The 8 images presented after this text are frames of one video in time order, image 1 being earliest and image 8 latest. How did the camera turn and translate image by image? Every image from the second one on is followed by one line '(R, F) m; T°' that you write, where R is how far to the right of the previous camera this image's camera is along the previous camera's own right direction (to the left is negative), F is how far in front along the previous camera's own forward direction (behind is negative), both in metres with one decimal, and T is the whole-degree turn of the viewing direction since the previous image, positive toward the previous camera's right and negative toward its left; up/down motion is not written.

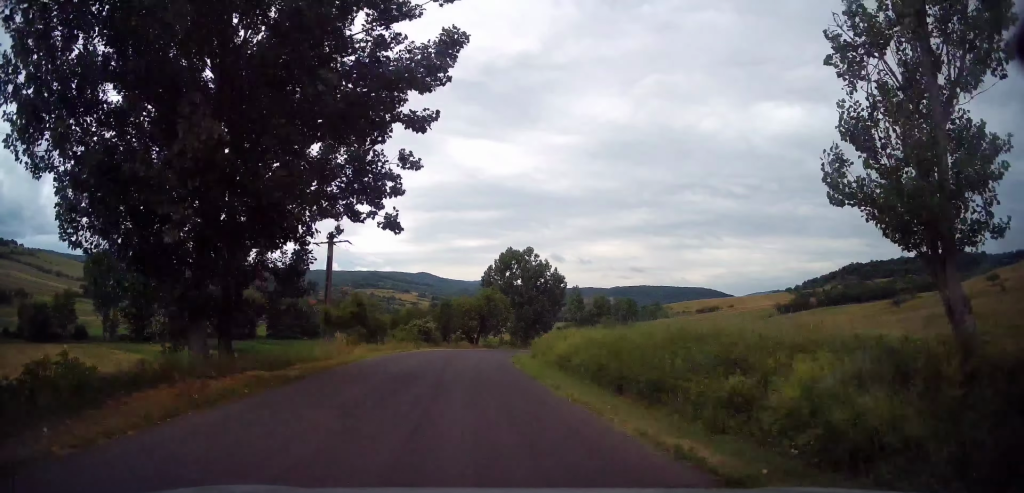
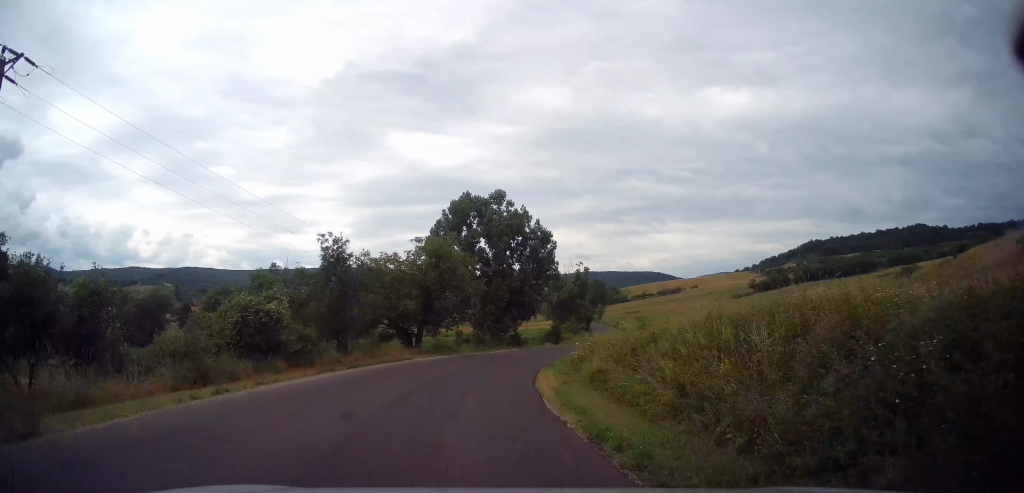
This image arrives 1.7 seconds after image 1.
(+1.3, +27.9) m; +6°
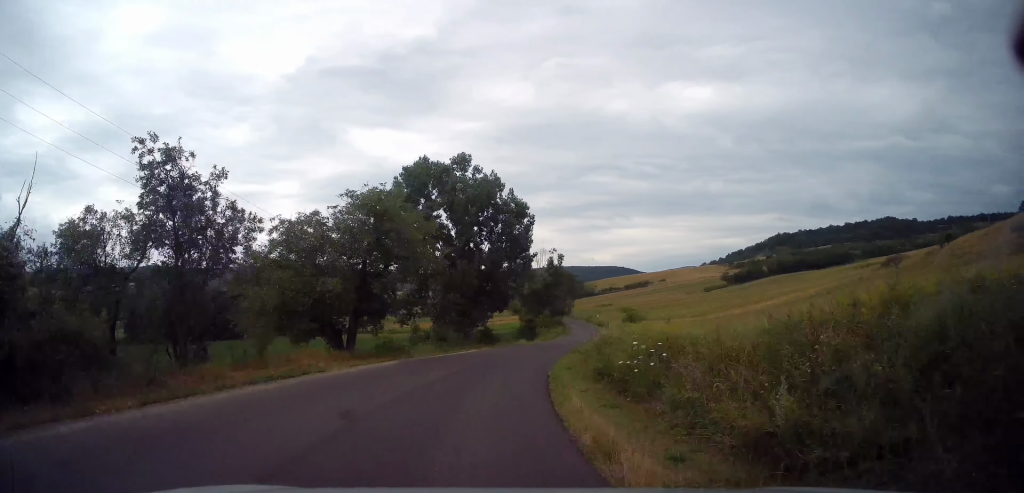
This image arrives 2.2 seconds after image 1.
(+0.1, +8.5) m; +2°
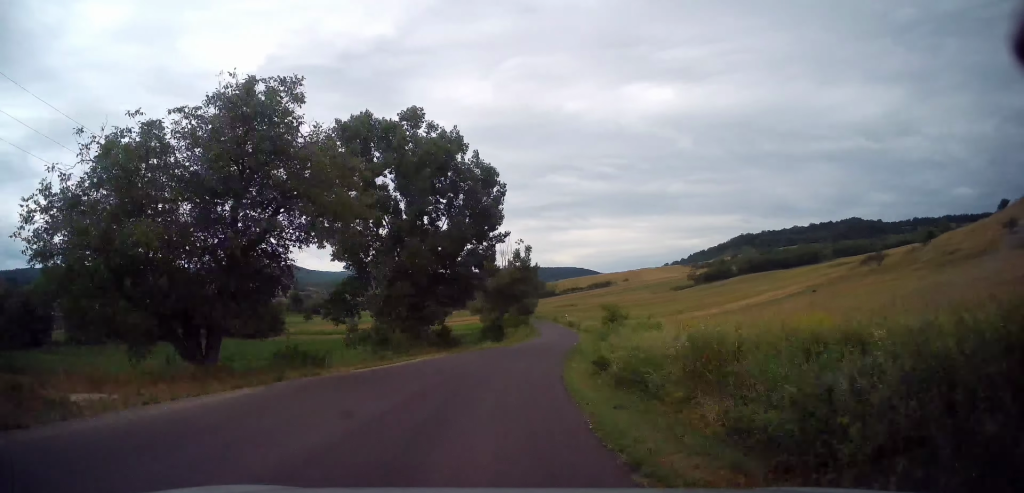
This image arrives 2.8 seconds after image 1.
(+0.2, +7.3) m; +3°
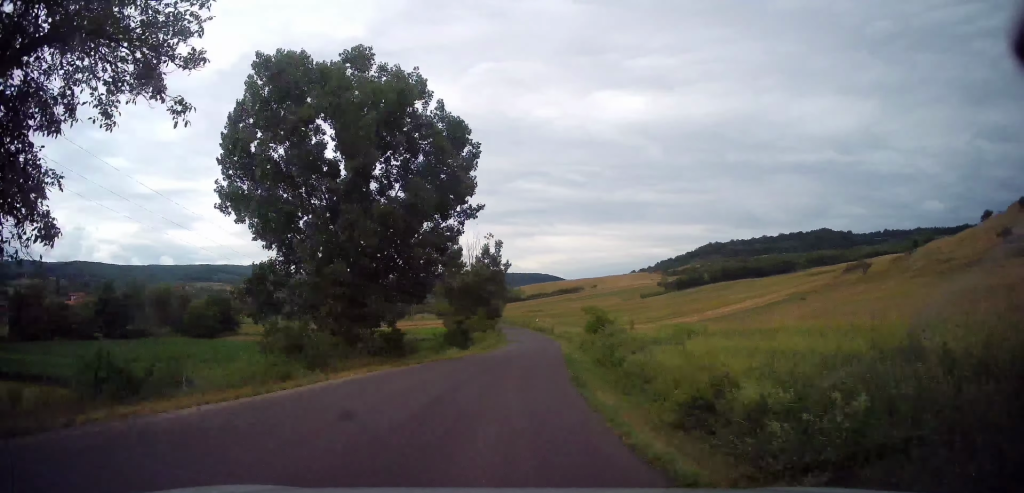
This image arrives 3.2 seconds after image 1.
(+0.1, +6.1) m; +3°
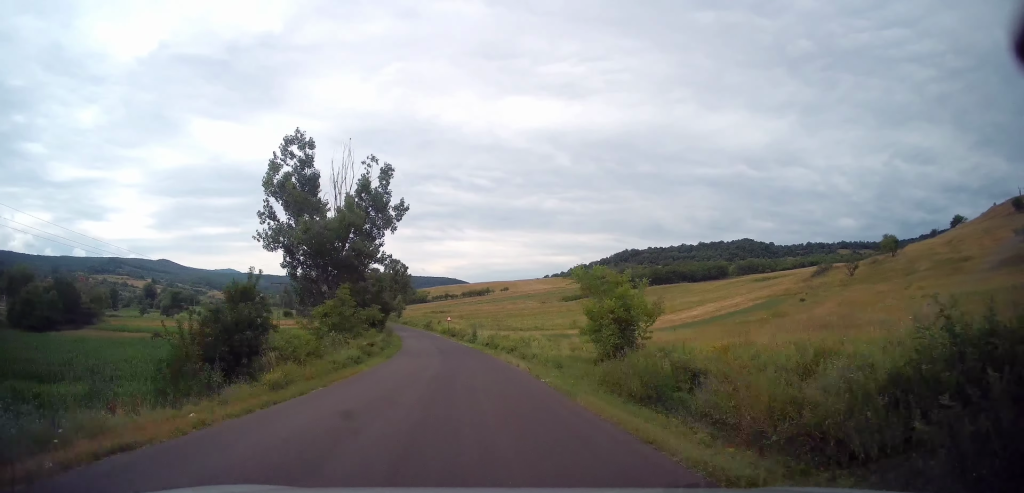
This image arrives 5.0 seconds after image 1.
(+2.4, +24.2) m; +9°
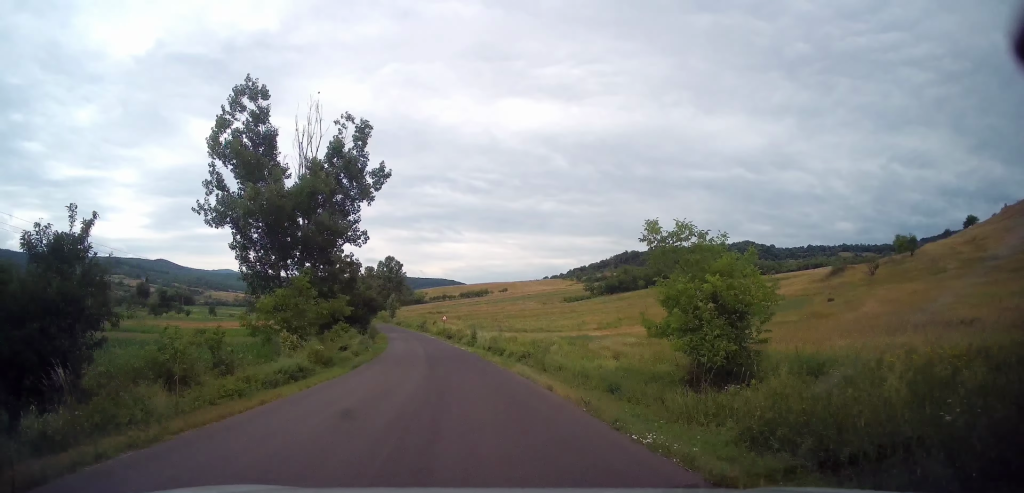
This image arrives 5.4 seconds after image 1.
(+0.2, +6.8) m; +1°
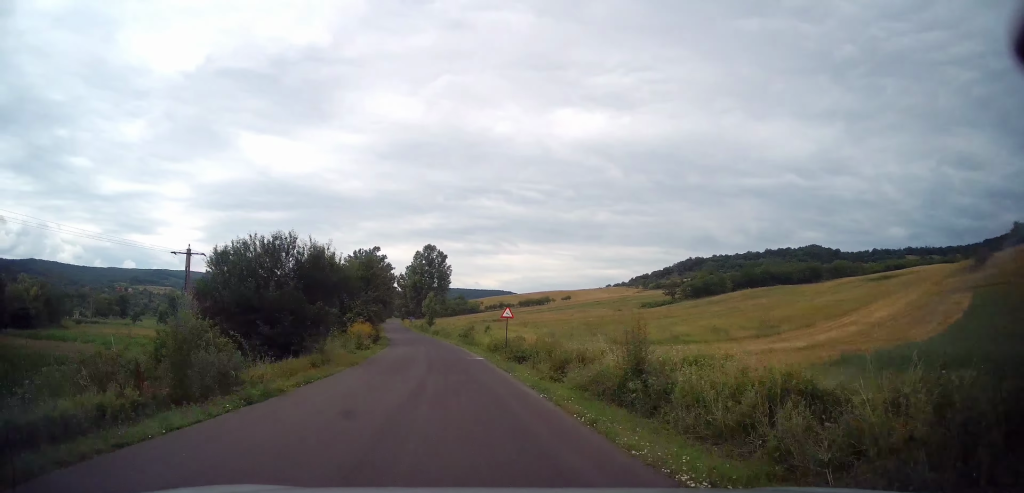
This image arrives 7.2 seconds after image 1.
(+0.8, +33.9) m; -2°
